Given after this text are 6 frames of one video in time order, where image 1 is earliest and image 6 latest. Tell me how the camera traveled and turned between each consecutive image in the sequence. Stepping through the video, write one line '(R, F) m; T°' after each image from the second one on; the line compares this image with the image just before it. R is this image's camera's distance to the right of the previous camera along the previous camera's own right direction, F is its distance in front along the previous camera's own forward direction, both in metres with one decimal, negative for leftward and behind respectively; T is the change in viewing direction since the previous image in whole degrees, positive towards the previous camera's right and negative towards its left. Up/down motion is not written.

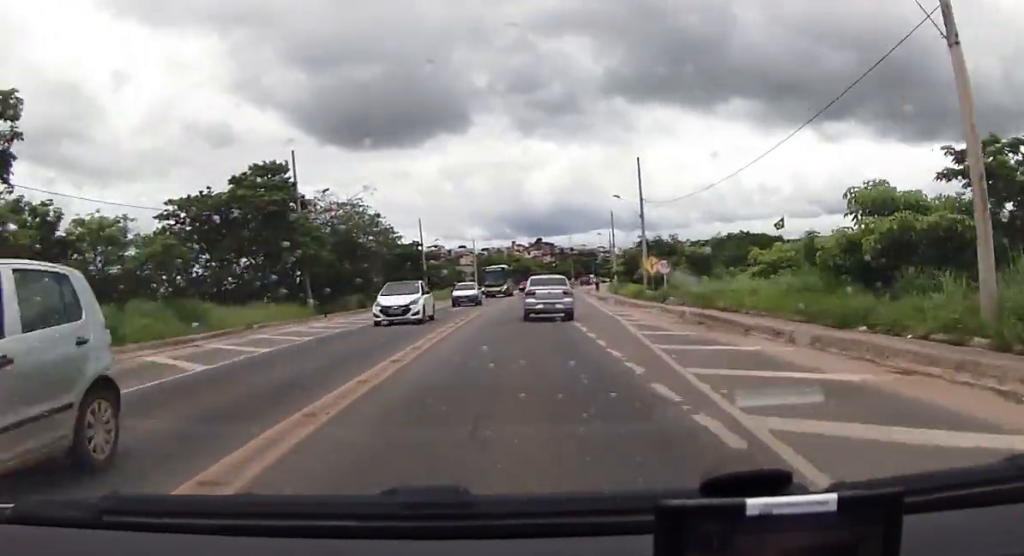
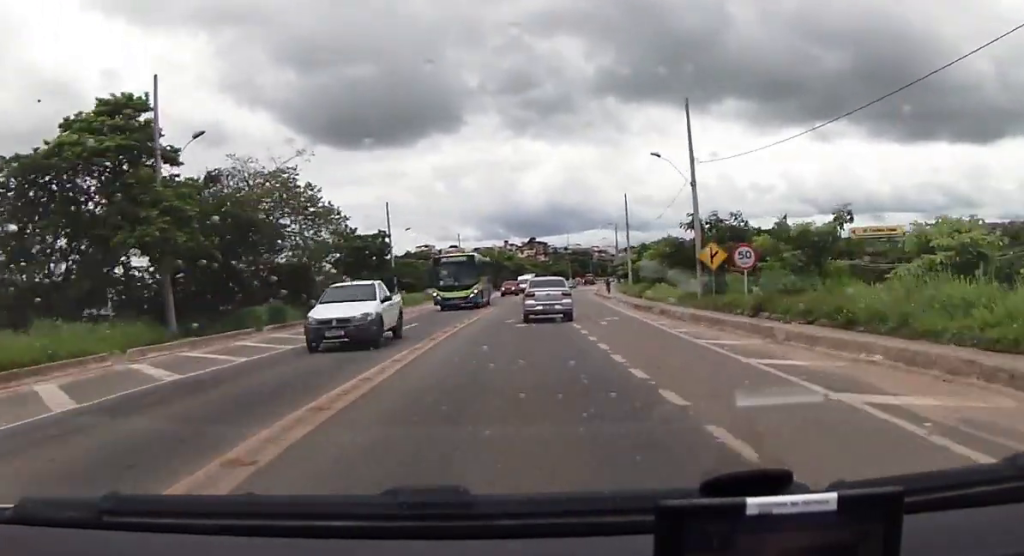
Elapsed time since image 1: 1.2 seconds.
(0.0, +16.7) m; 0°
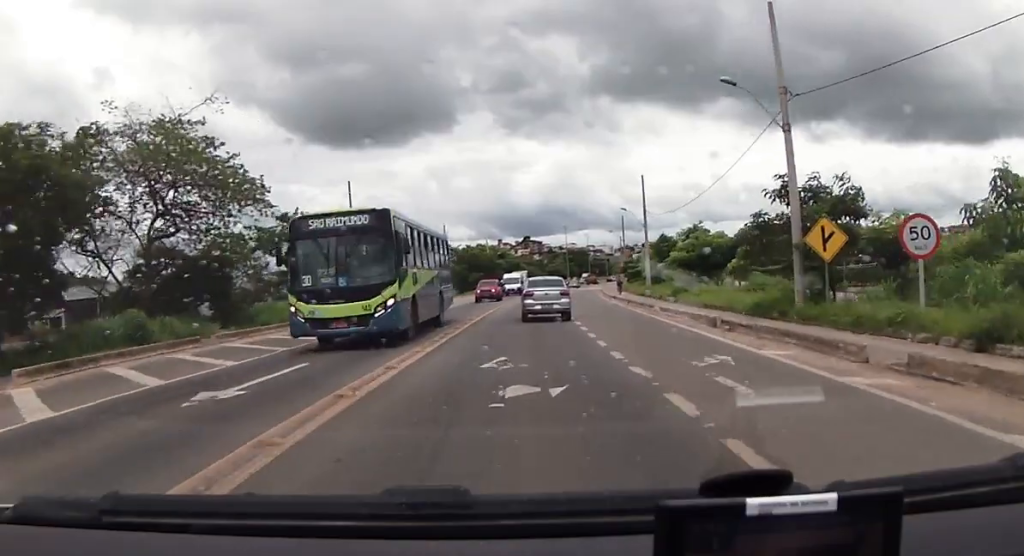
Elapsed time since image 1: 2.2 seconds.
(0.0, +13.1) m; +2°
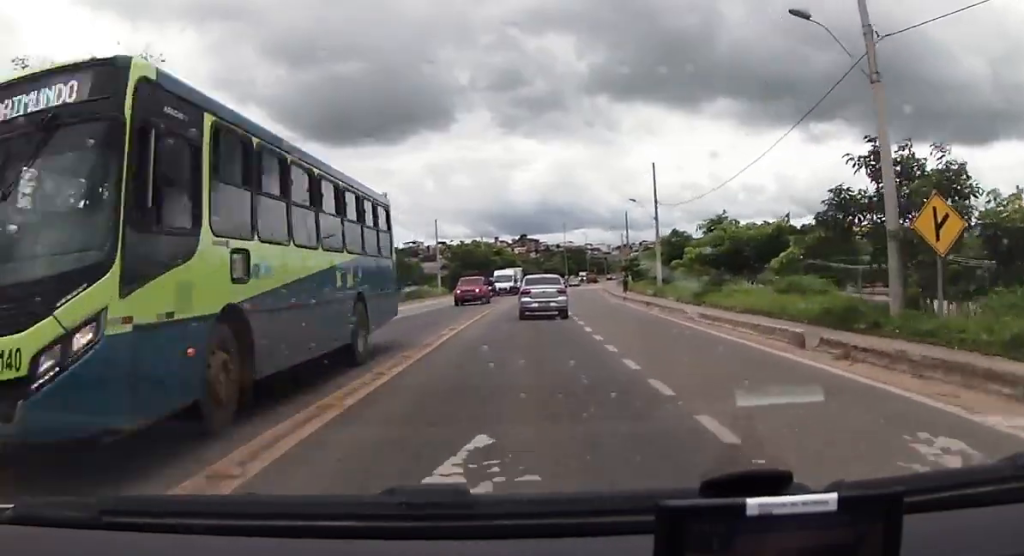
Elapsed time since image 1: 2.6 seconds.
(+0.1, +6.2) m; 0°
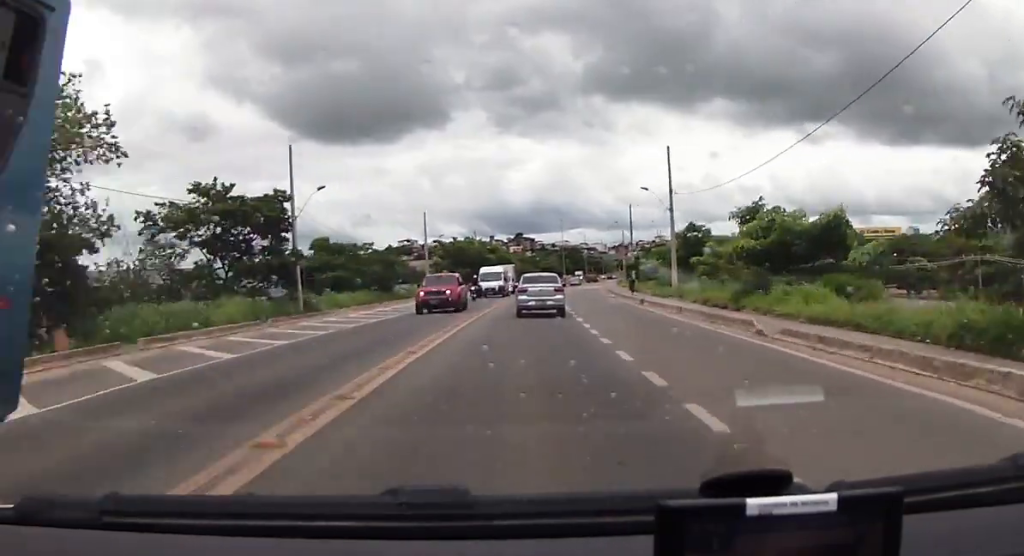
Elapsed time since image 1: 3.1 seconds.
(+0.3, +6.7) m; 0°
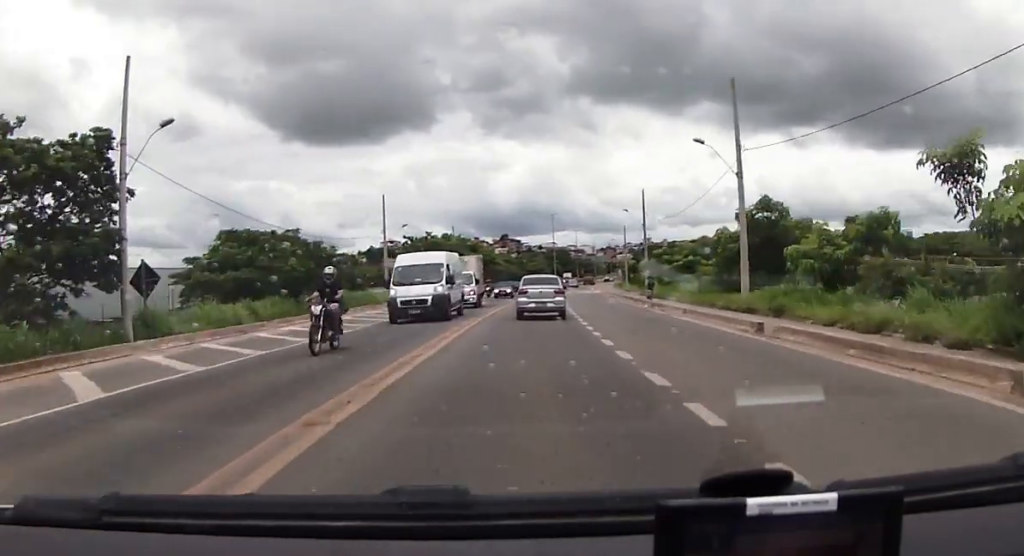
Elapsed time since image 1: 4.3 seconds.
(-0.5, +17.4) m; 0°
